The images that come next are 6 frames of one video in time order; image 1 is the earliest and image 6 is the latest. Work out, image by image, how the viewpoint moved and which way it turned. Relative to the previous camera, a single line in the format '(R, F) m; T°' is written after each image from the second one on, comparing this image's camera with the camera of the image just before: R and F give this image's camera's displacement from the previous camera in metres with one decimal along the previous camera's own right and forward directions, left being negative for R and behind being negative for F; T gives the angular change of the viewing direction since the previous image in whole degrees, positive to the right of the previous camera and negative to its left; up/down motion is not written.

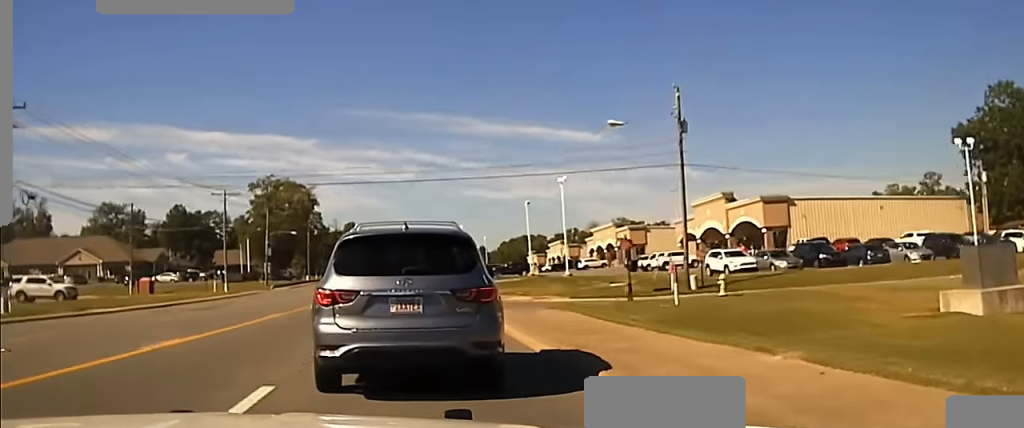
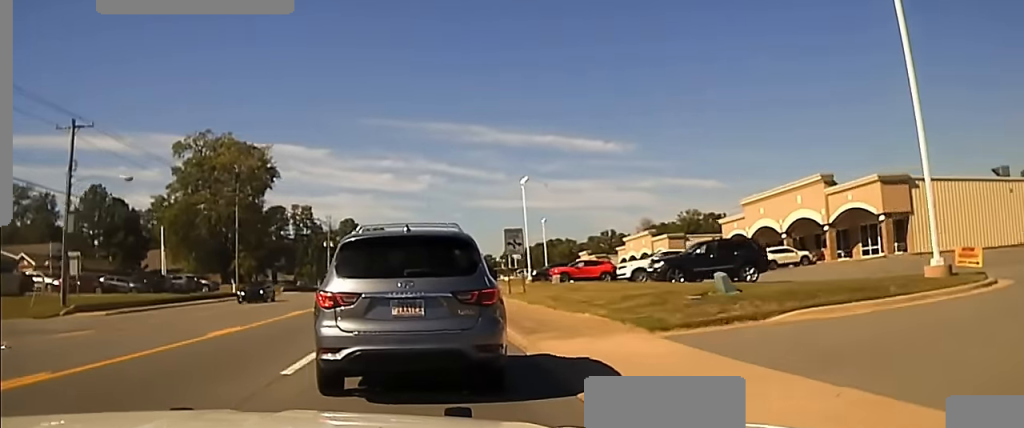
(-1.6, +67.3) m; -1°
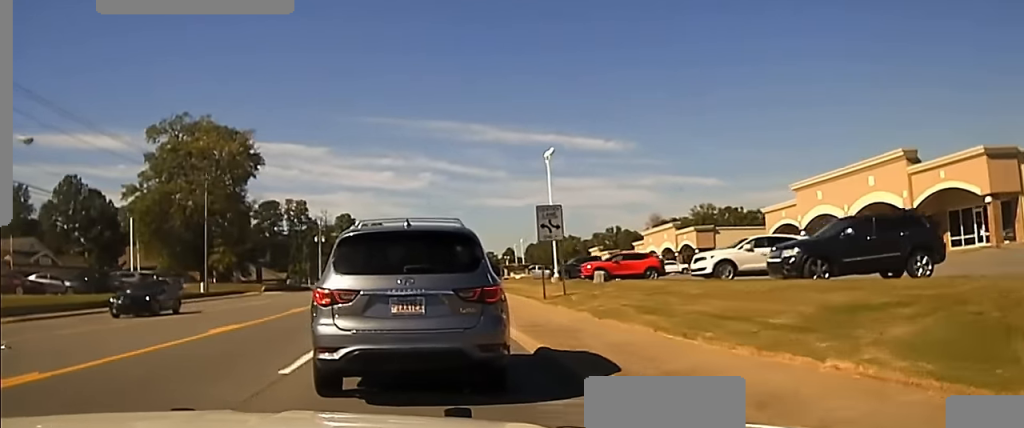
(0.0, +12.0) m; 0°
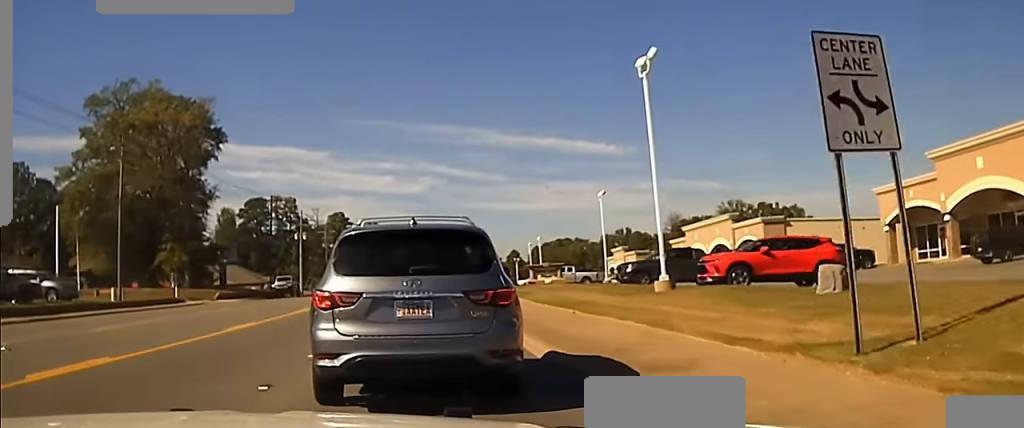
(-0.1, +20.4) m; 0°
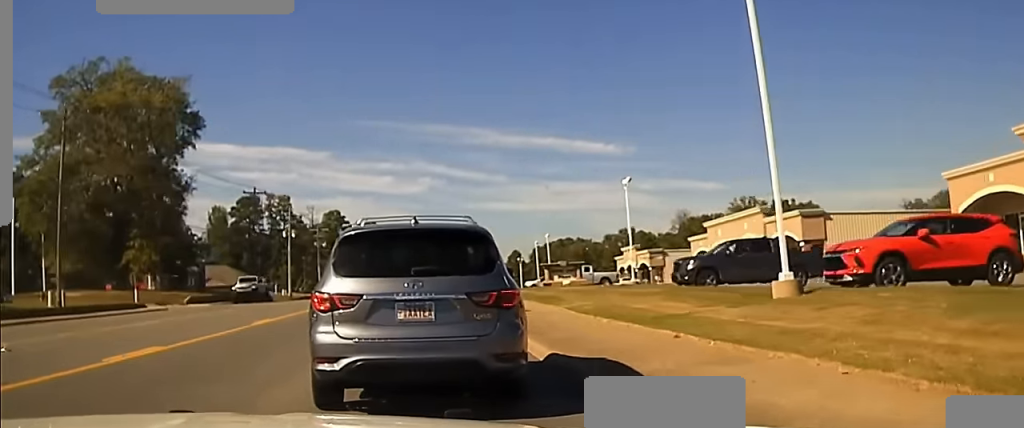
(0.0, +8.8) m; 0°
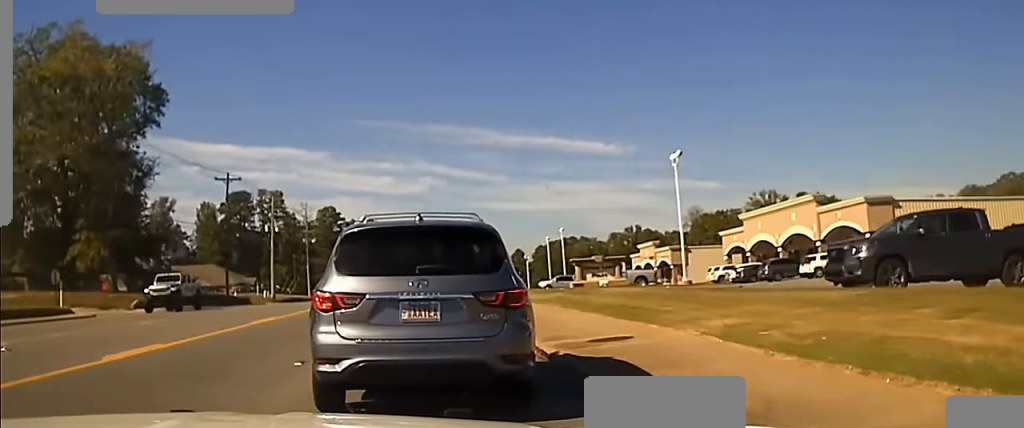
(0.0, +10.9) m; 0°
